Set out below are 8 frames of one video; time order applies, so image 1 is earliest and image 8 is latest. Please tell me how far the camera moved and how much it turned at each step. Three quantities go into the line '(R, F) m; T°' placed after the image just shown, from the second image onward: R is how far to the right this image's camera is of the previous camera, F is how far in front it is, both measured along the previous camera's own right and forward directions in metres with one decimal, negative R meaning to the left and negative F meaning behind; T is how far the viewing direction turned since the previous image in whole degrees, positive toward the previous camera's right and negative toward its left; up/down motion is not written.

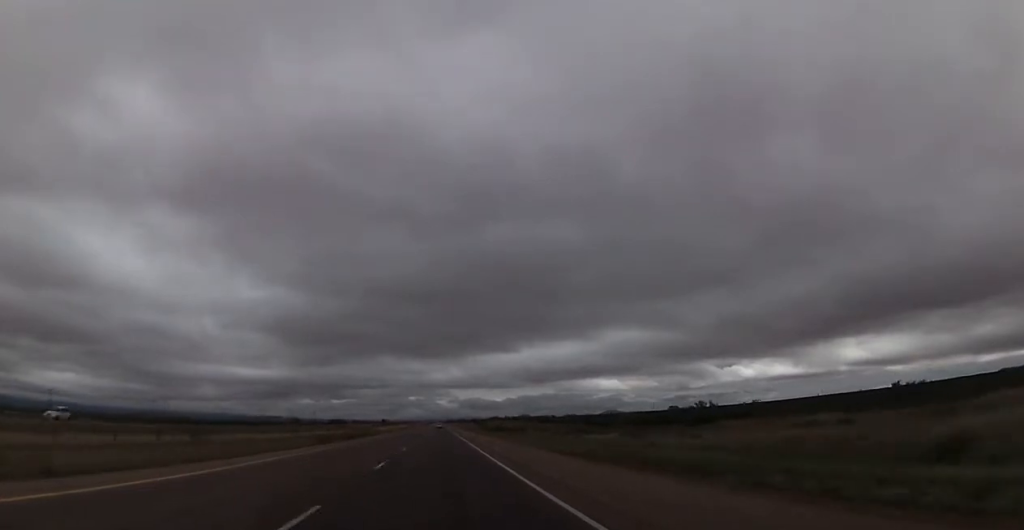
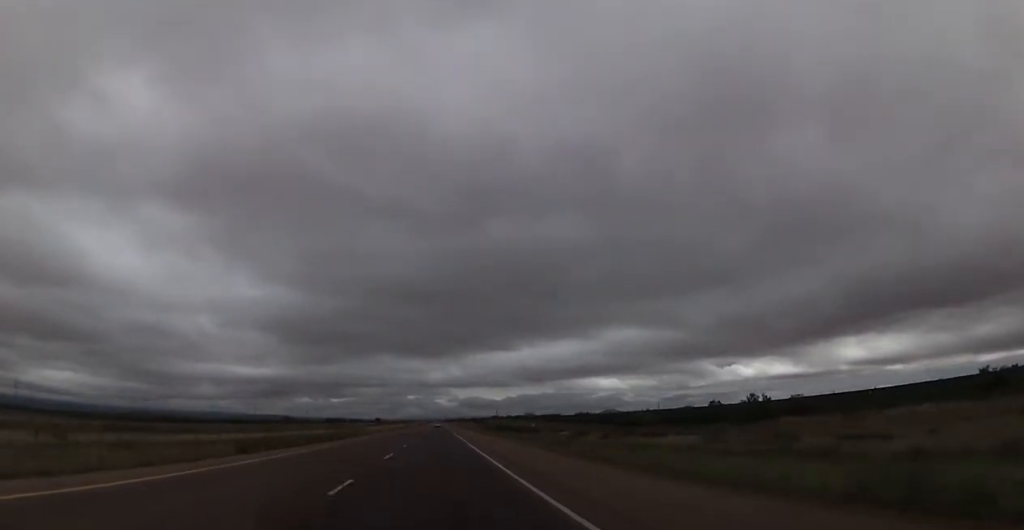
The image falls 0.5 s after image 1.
(0.0, +19.6) m; 0°
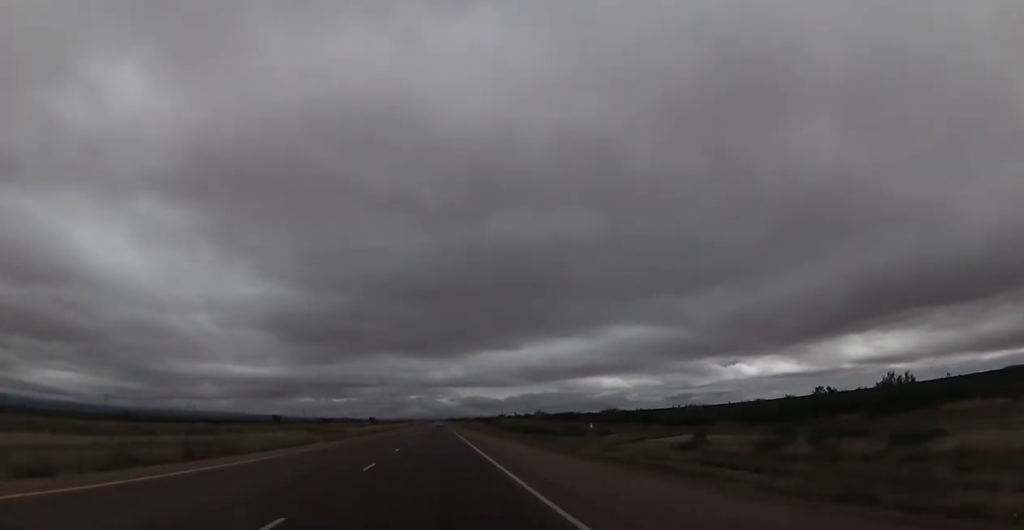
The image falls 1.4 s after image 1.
(0.0, +30.6) m; 0°
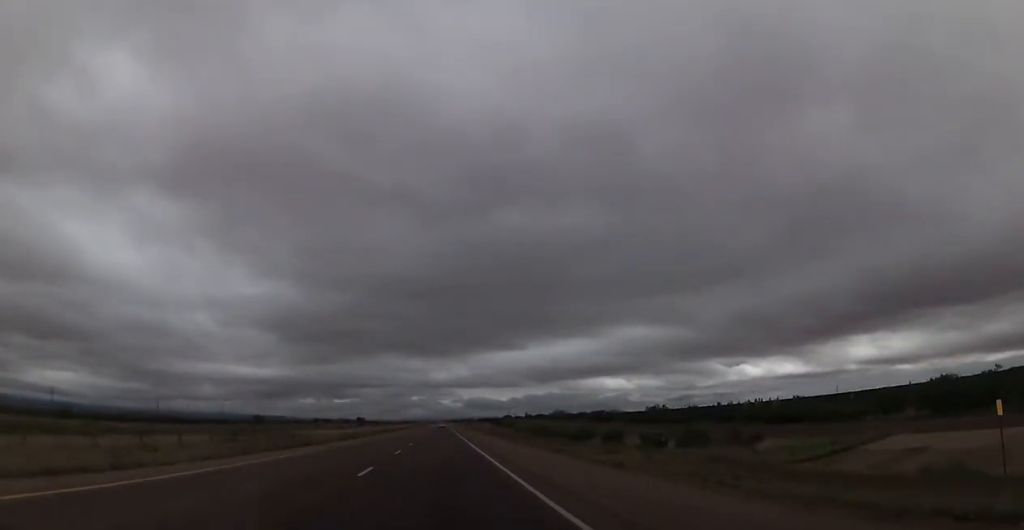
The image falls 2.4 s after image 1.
(0.0, +38.0) m; 0°
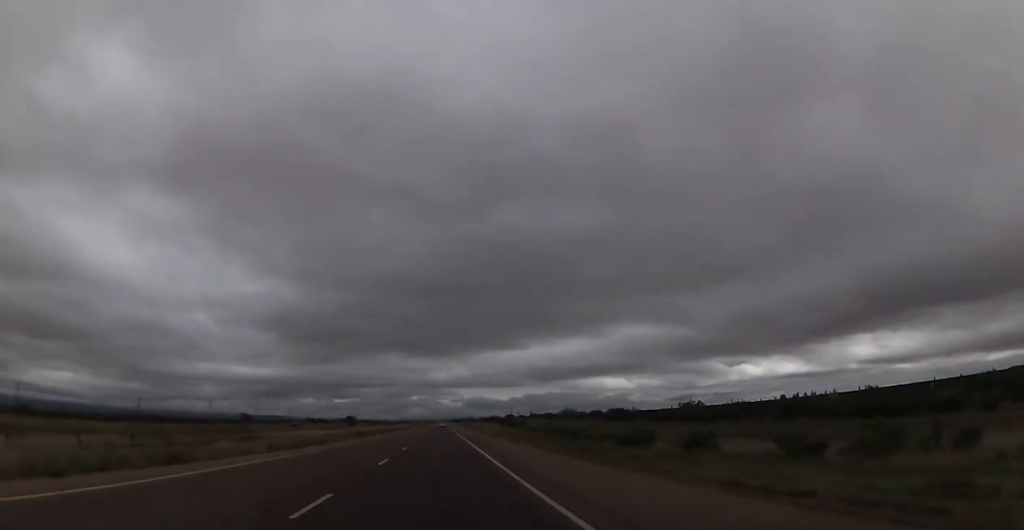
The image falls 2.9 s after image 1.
(+0.1, +19.6) m; 0°
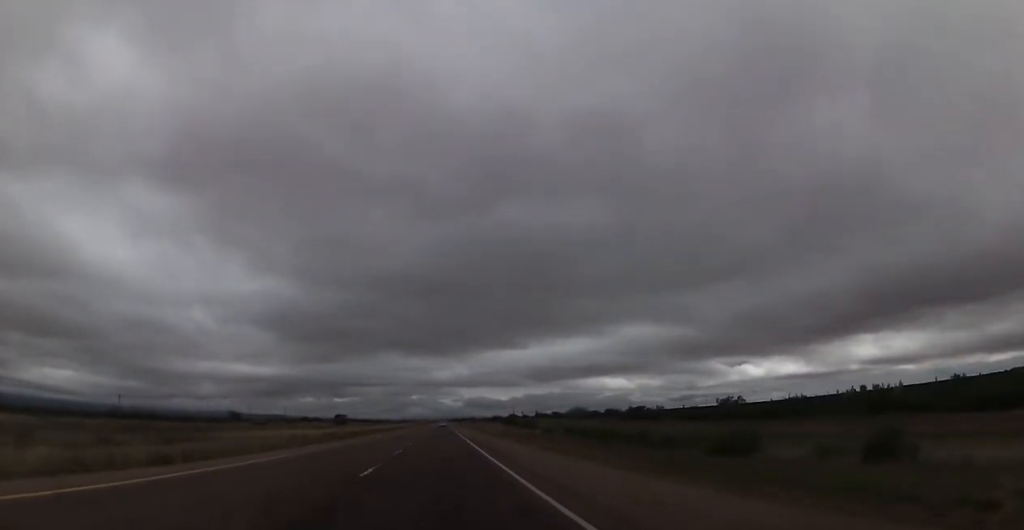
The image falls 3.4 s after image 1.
(-0.1, +17.1) m; 0°
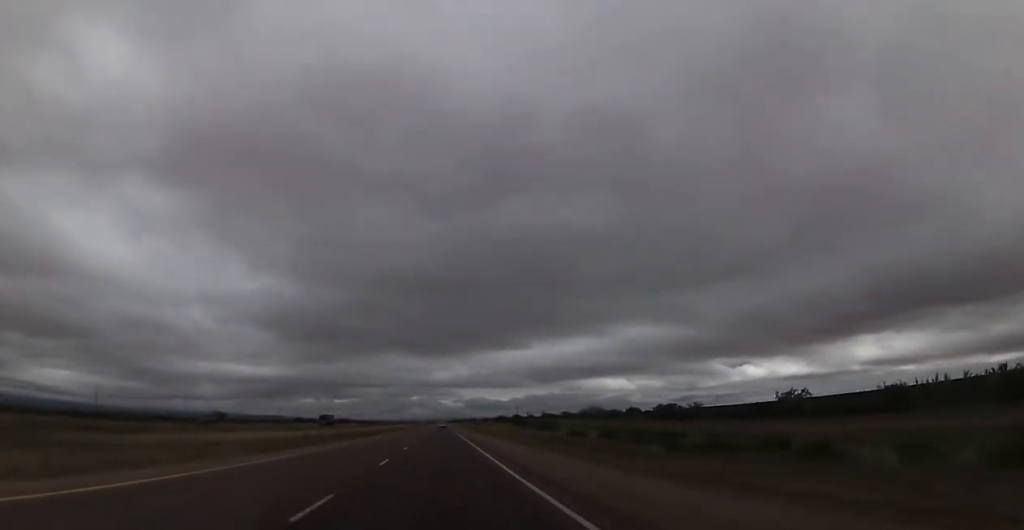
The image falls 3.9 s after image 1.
(-0.3, +19.6) m; 0°
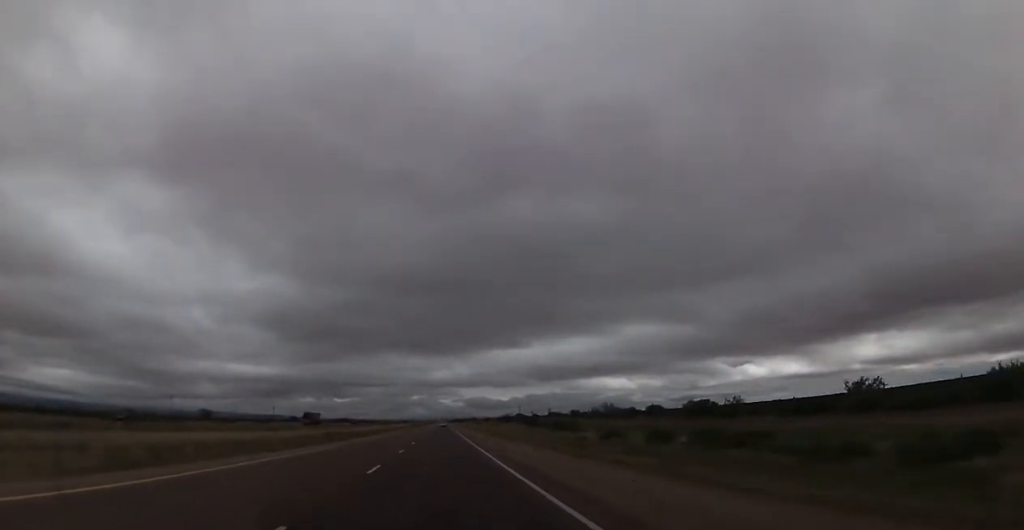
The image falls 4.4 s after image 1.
(0.0, +15.9) m; 0°
